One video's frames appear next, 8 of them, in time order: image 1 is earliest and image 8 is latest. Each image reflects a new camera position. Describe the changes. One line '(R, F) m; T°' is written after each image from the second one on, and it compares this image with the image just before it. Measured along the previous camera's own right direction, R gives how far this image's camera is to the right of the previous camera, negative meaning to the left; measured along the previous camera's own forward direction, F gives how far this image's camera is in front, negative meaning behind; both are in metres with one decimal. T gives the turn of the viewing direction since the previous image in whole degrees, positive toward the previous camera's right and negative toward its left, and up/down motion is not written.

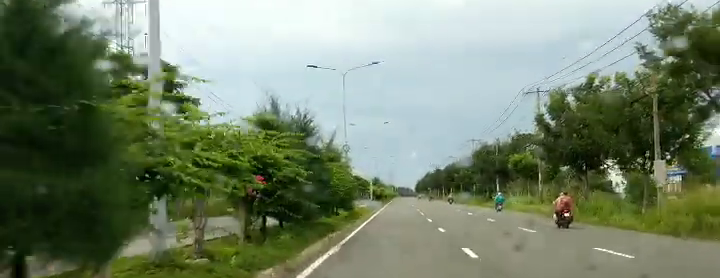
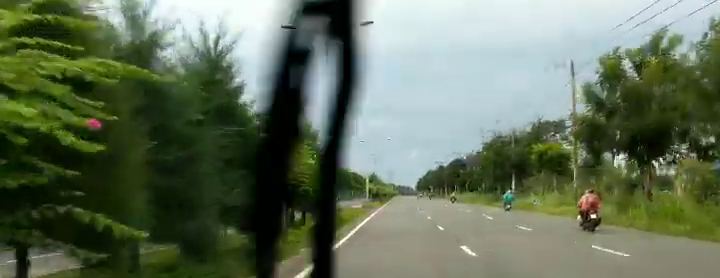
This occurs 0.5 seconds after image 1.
(-0.3, +11.1) m; +1°
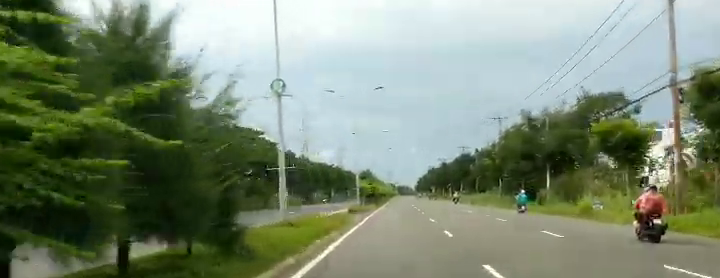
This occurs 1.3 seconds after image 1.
(+1.6, +16.7) m; +4°
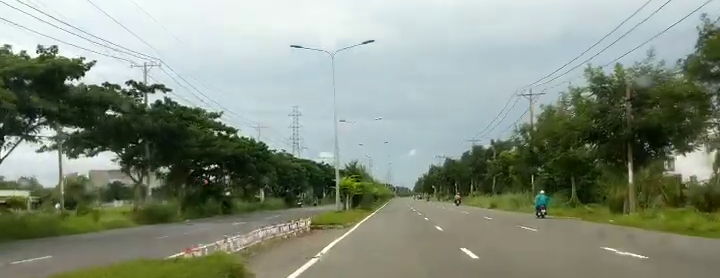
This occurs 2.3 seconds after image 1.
(-0.6, +19.7) m; -1°
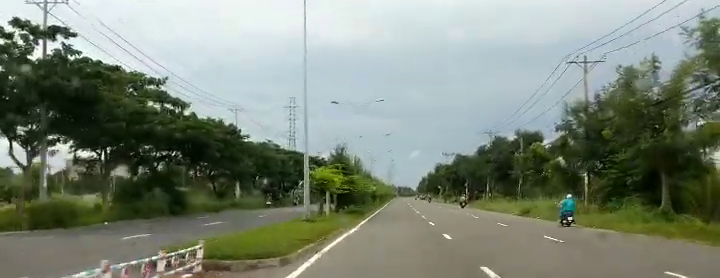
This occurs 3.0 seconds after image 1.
(+0.1, +16.1) m; 0°
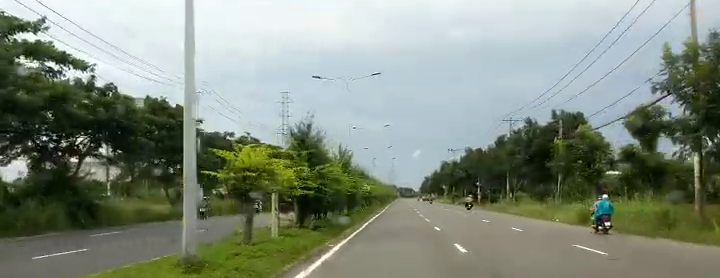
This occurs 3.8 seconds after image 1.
(+0.1, +15.9) m; +1°
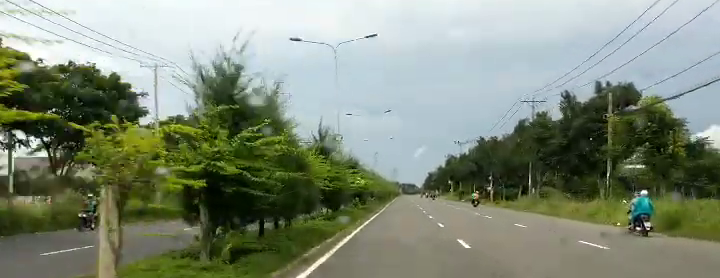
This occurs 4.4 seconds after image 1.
(-0.1, +11.6) m; +1°
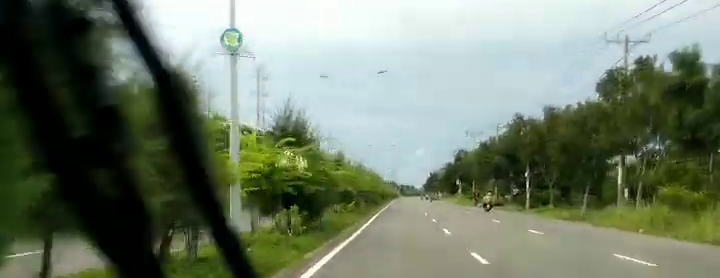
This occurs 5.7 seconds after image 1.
(0.0, +26.3) m; -1°
